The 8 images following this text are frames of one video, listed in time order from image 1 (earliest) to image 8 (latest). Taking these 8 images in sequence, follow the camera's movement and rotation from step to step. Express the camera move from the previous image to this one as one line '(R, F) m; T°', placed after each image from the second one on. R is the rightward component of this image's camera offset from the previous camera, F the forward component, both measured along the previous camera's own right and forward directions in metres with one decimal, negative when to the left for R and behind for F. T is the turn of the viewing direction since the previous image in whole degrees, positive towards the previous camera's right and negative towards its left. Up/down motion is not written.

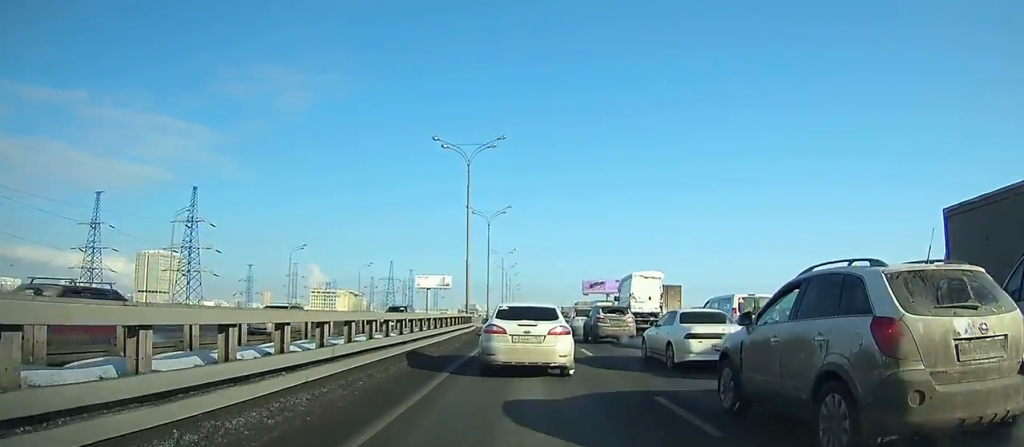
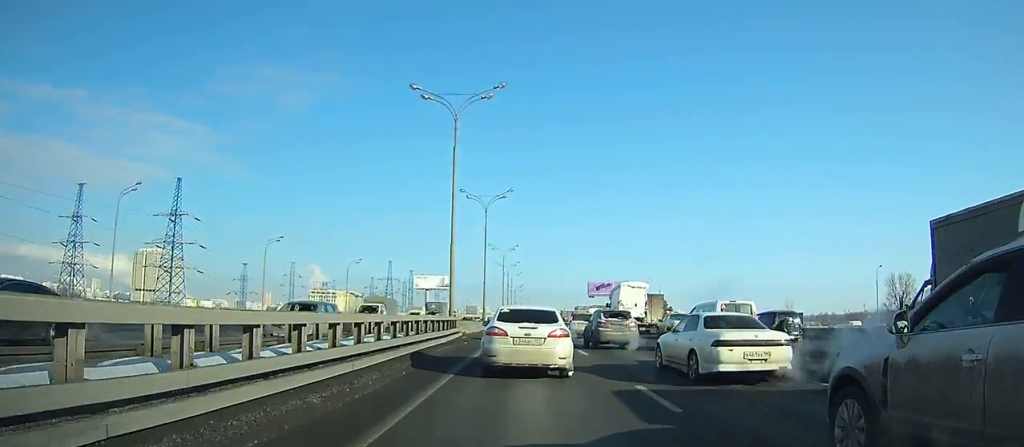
(+0.1, +12.6) m; +1°
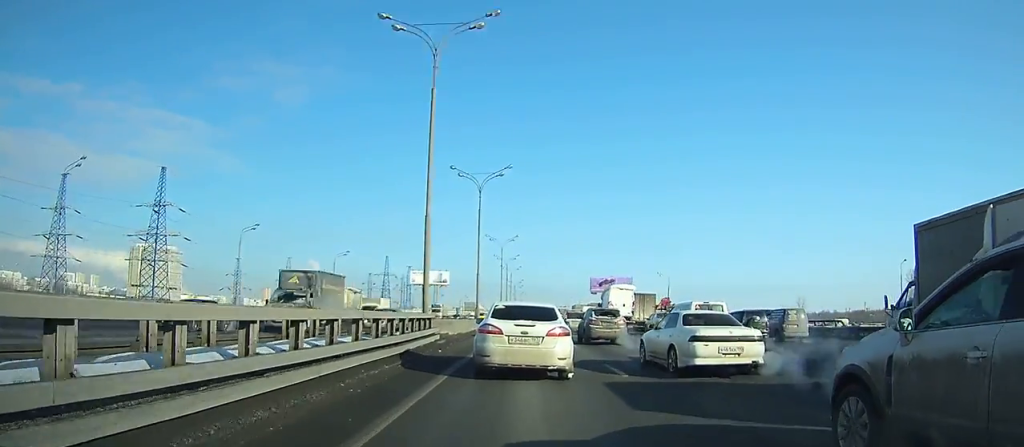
(0.0, +9.1) m; 0°
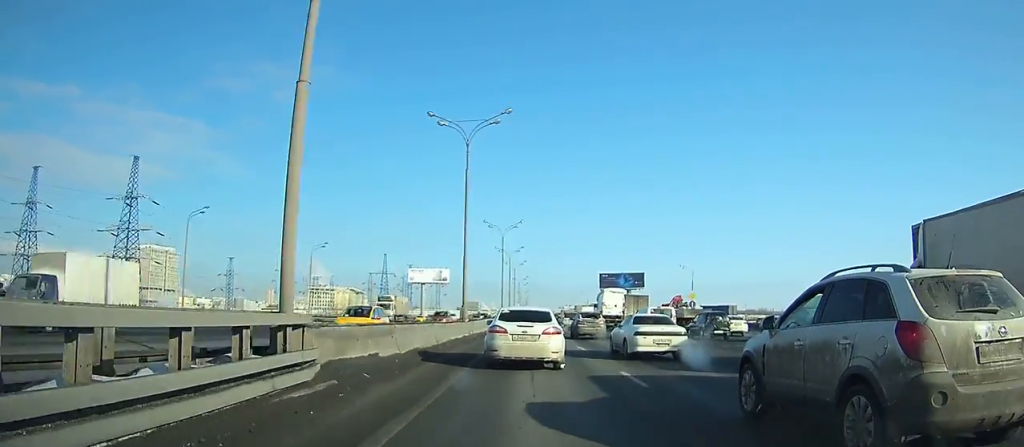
(+0.1, +16.1) m; 0°
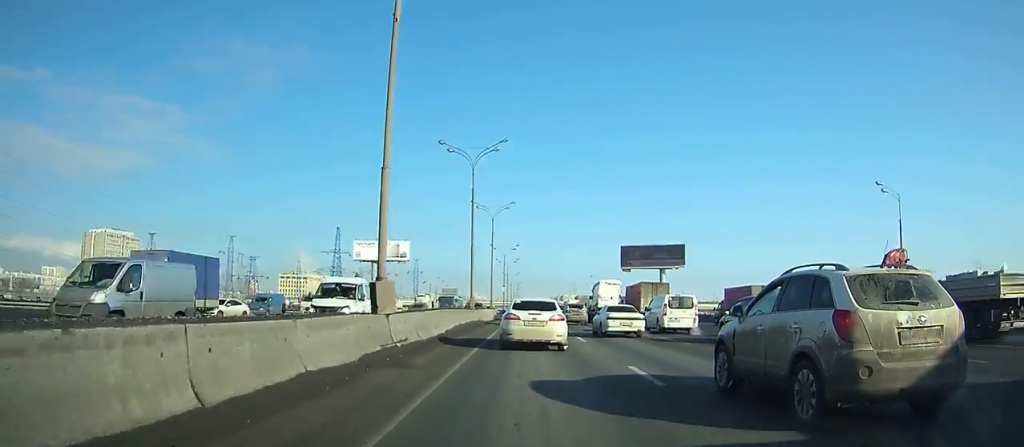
(-0.5, +61.9) m; -1°
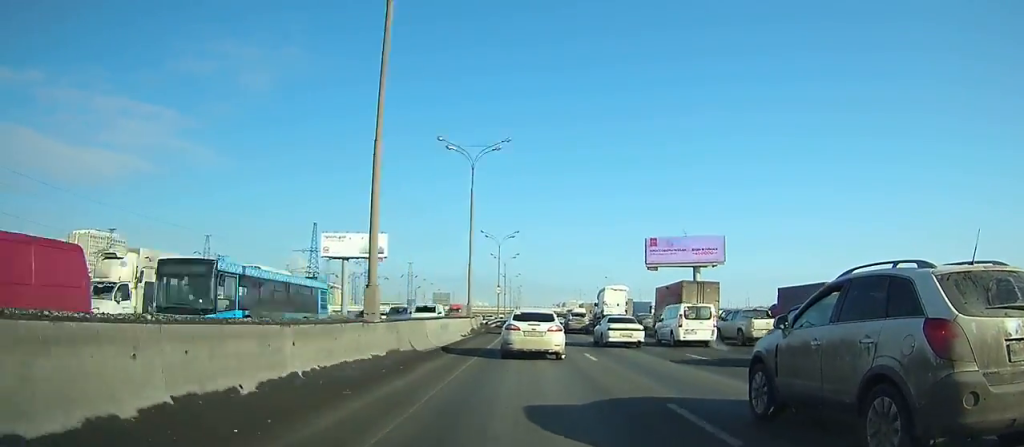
(+0.1, +29.1) m; 0°
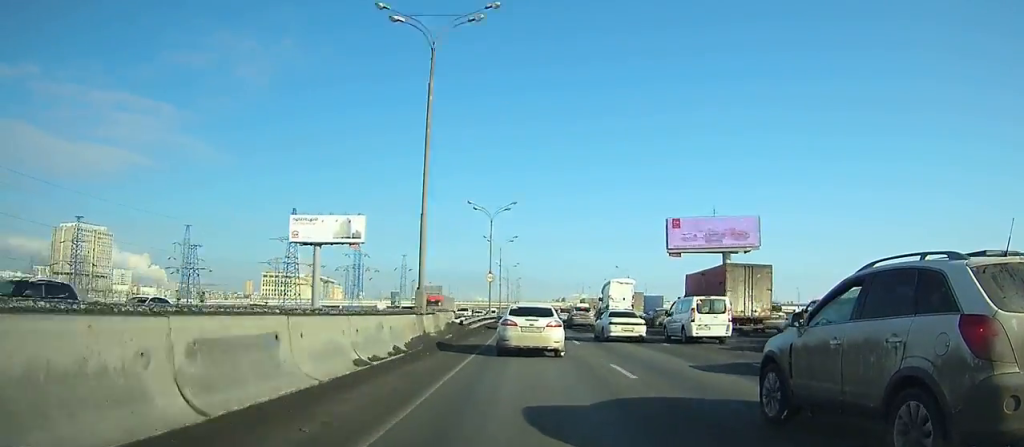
(0.0, +17.9) m; 0°
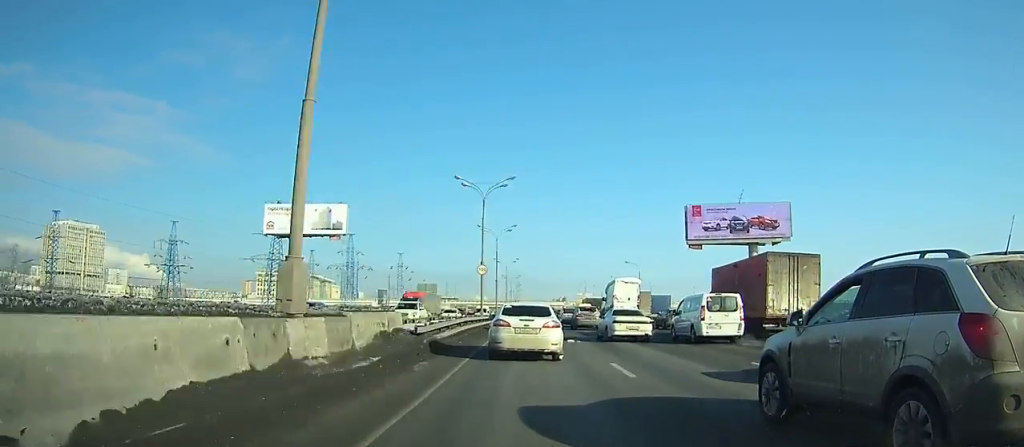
(0.0, +11.8) m; 0°
